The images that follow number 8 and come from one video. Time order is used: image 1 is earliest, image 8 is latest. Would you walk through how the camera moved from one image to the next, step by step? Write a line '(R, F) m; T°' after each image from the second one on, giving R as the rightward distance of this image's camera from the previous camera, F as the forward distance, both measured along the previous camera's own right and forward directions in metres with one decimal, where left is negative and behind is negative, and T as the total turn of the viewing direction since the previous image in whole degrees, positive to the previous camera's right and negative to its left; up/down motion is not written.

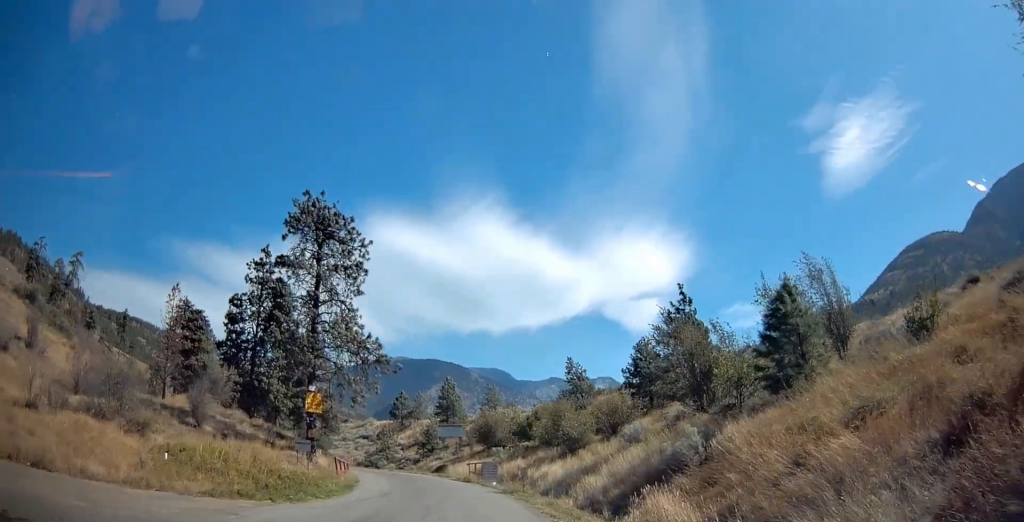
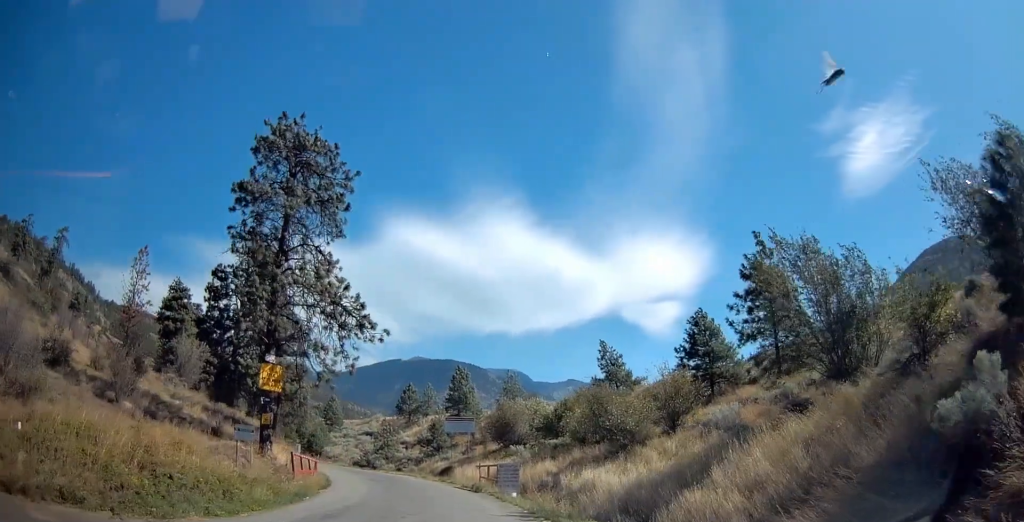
(+0.5, +9.8) m; +2°
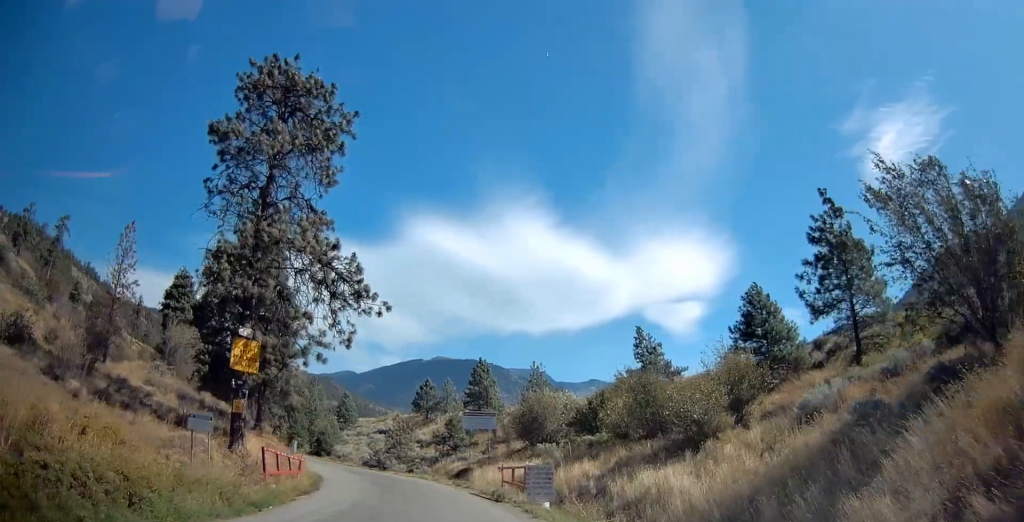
(+0.1, +5.5) m; -1°
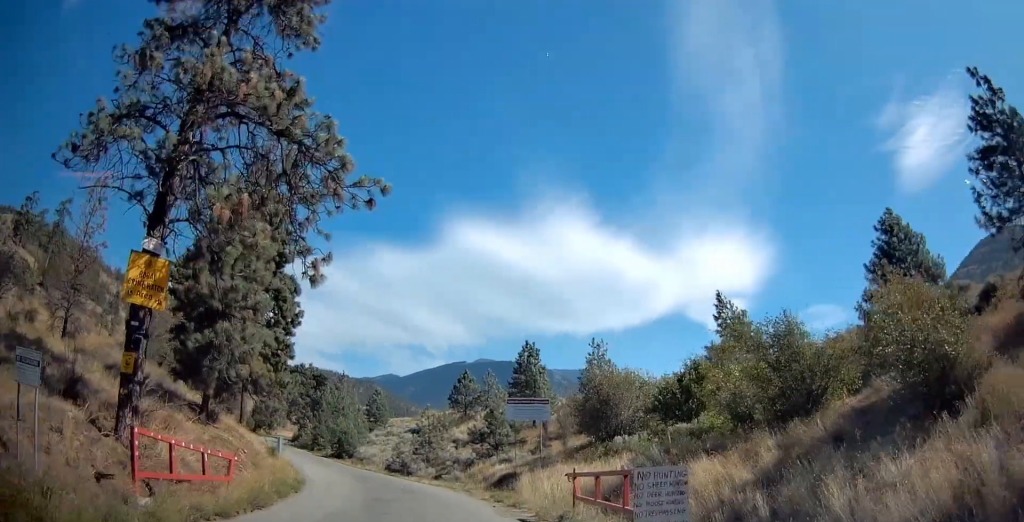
(-0.5, +10.2) m; -4°
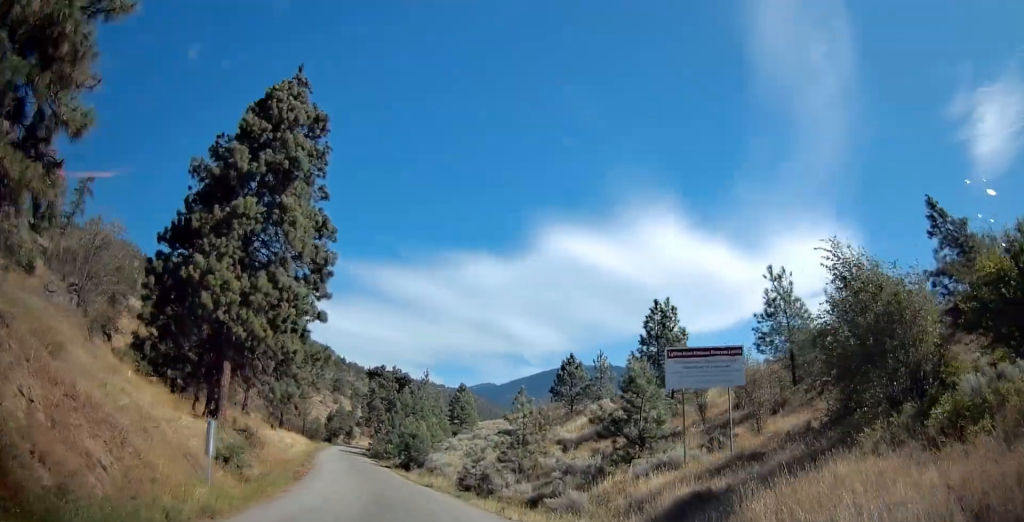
(-1.2, +15.3) m; -9°
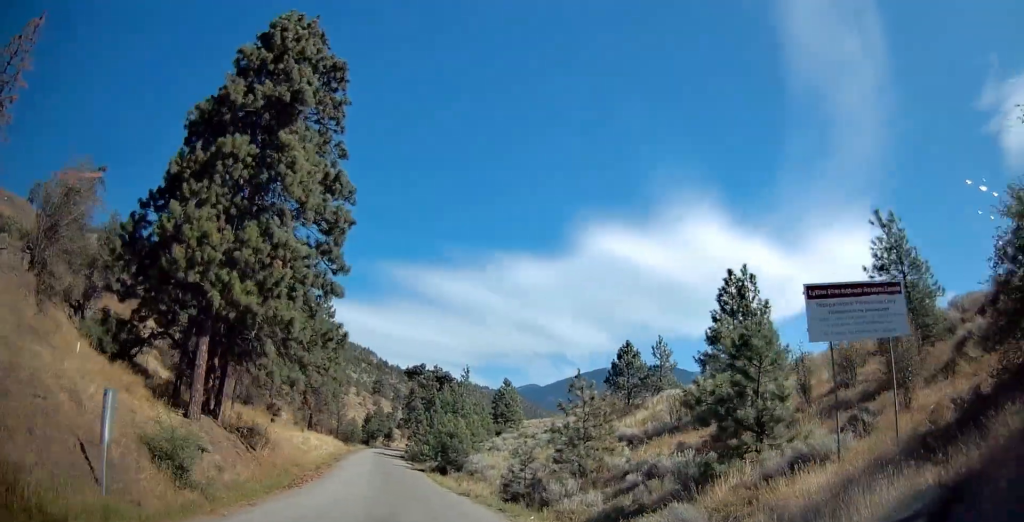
(0.0, +5.9) m; -4°
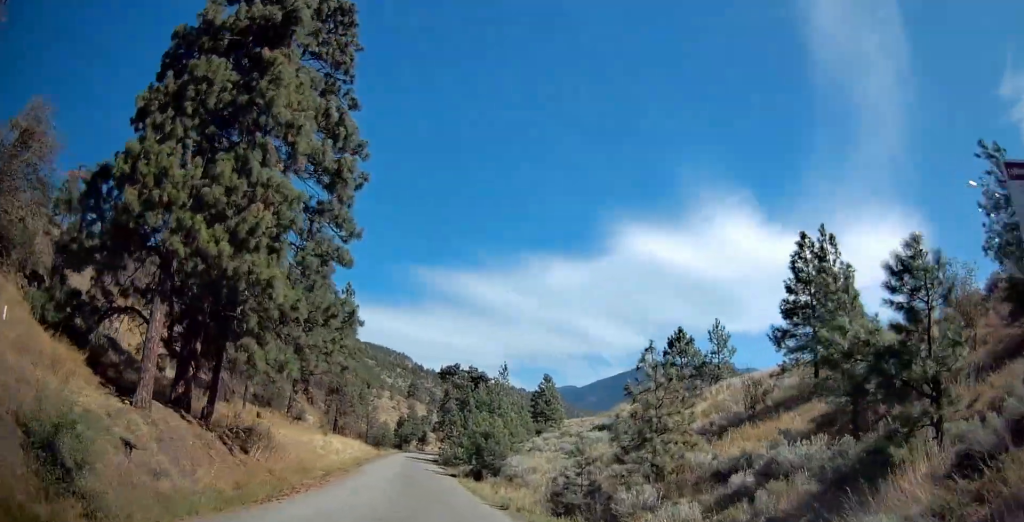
(-0.1, +5.1) m; -3°
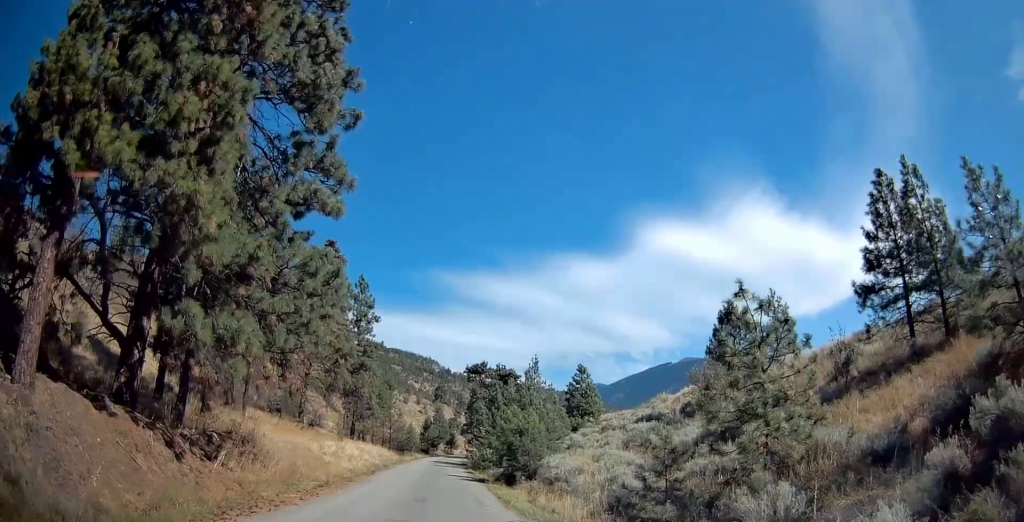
(-0.4, +5.6) m; -3°
